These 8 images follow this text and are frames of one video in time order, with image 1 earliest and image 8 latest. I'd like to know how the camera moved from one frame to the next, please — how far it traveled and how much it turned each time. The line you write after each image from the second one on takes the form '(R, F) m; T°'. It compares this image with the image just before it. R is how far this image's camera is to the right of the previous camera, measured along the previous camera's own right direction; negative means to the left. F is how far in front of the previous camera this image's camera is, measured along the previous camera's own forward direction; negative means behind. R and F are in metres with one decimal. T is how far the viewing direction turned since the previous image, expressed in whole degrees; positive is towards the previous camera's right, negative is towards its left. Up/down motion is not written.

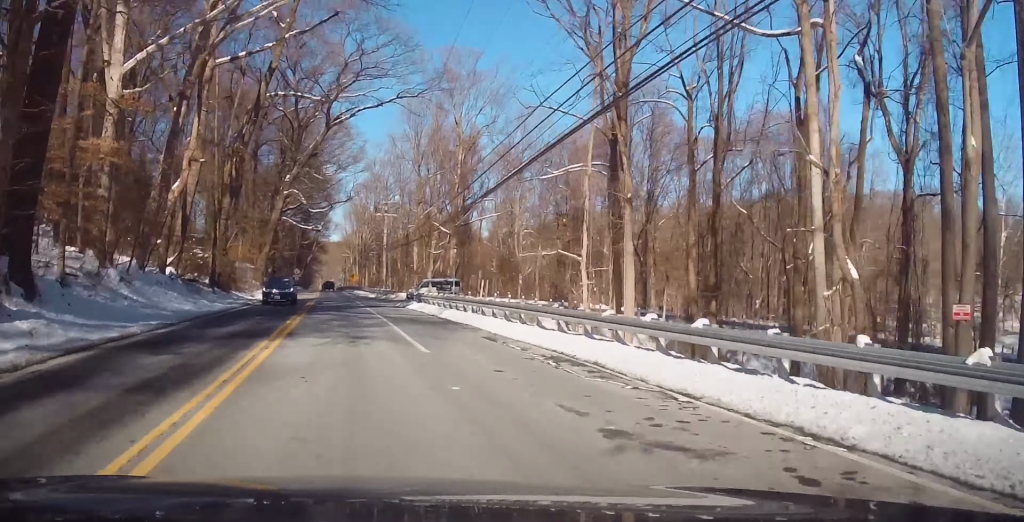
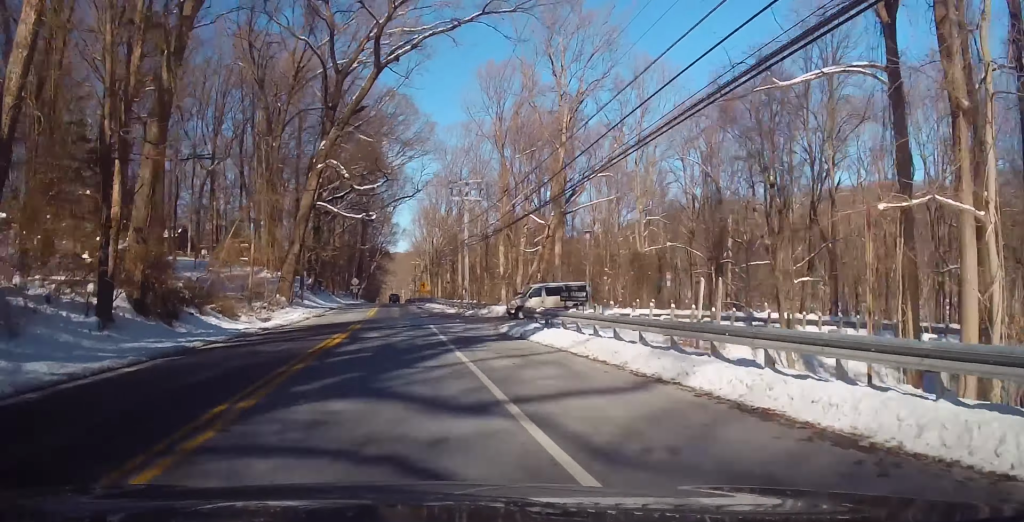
(-0.8, +21.3) m; -3°
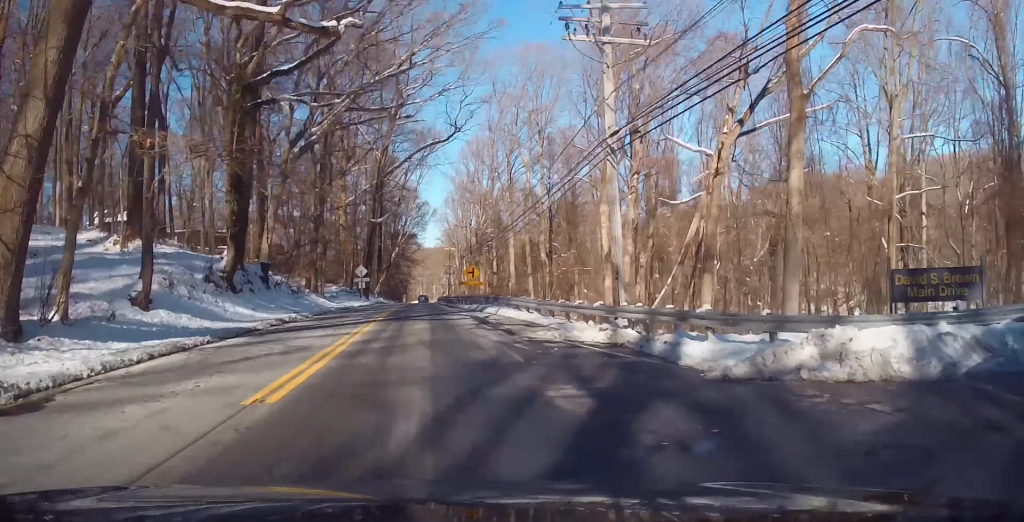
(-1.1, +36.1) m; -2°
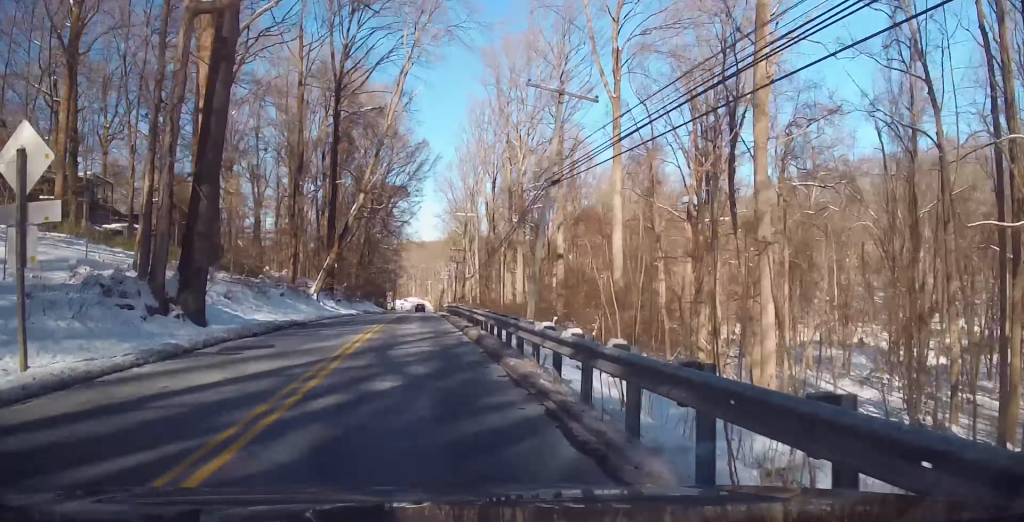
(-0.7, +58.8) m; -1°
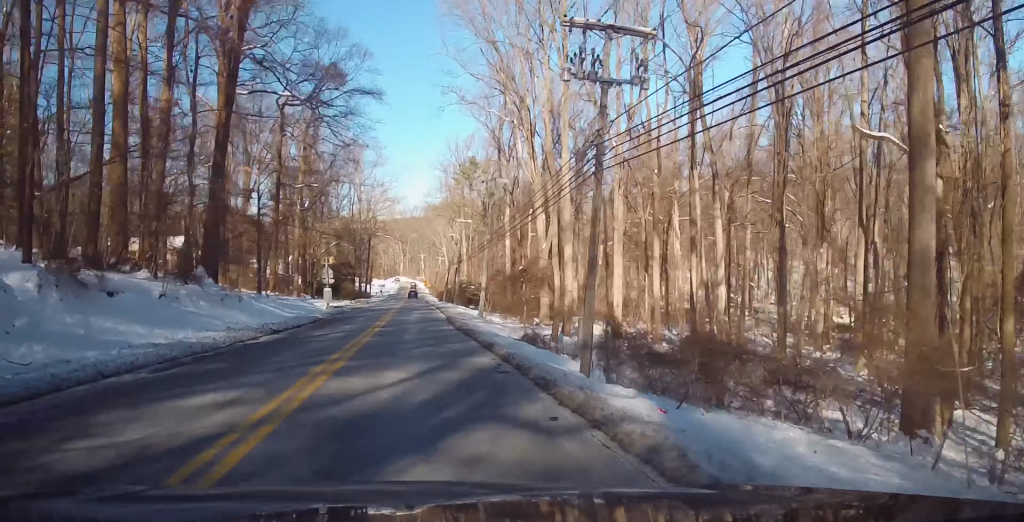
(+5.2, +87.9) m; +7°
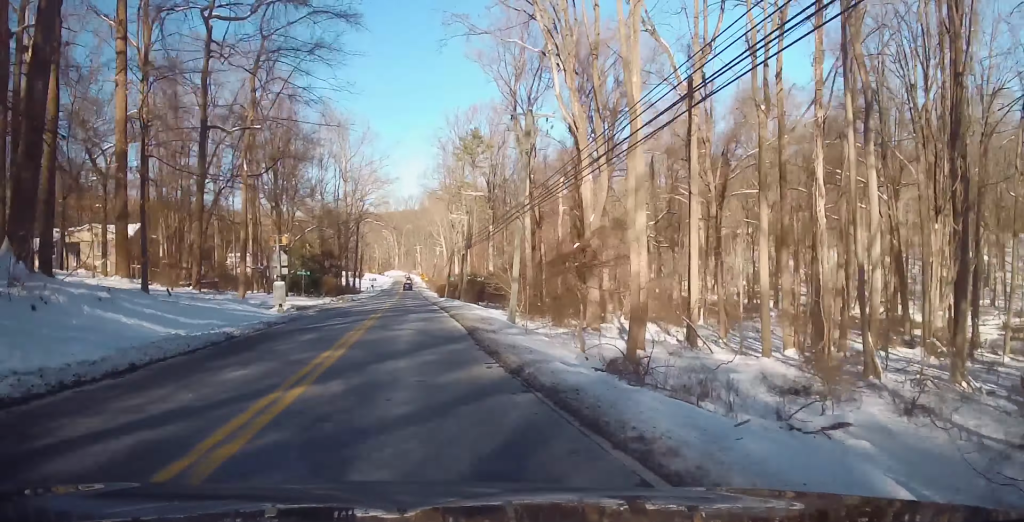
(+0.4, +17.1) m; 0°
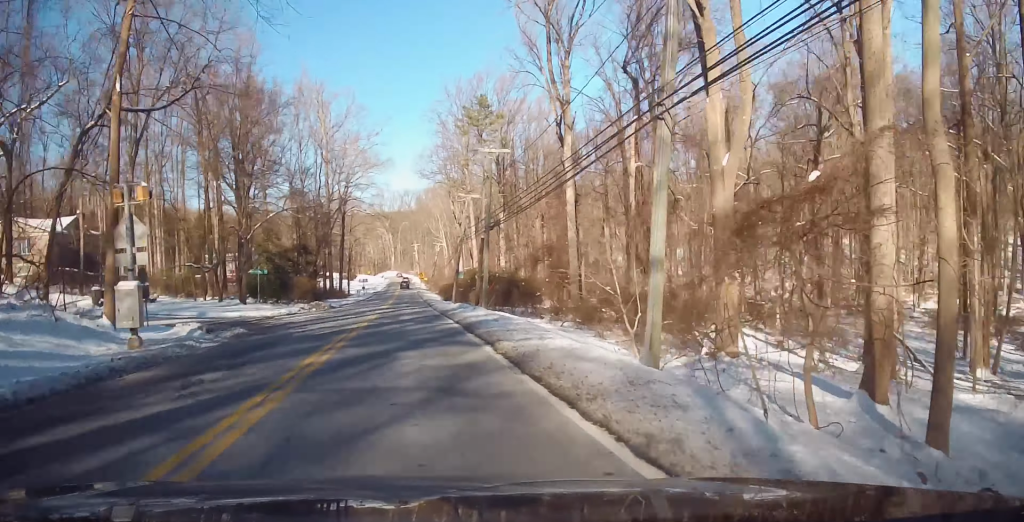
(-0.1, +18.4) m; 0°
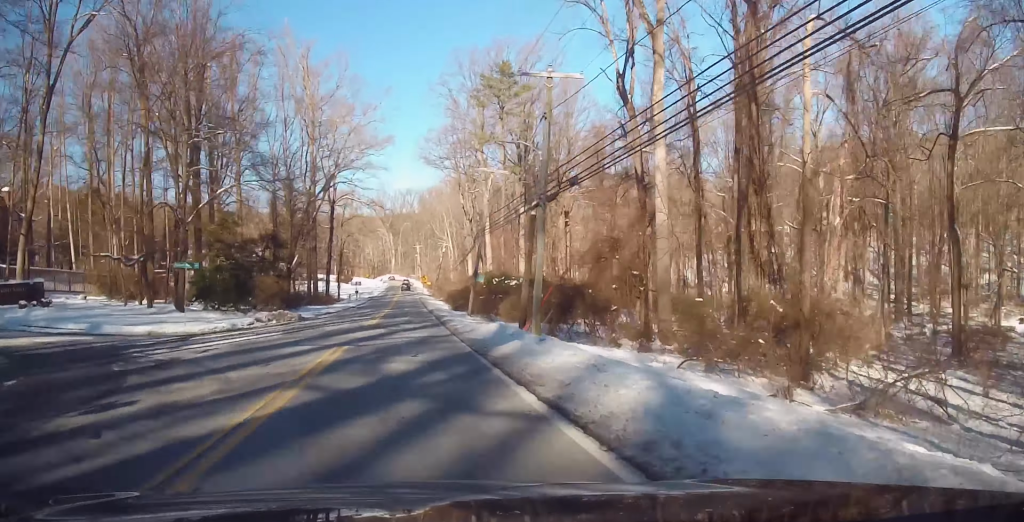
(-0.2, +16.0) m; -1°
